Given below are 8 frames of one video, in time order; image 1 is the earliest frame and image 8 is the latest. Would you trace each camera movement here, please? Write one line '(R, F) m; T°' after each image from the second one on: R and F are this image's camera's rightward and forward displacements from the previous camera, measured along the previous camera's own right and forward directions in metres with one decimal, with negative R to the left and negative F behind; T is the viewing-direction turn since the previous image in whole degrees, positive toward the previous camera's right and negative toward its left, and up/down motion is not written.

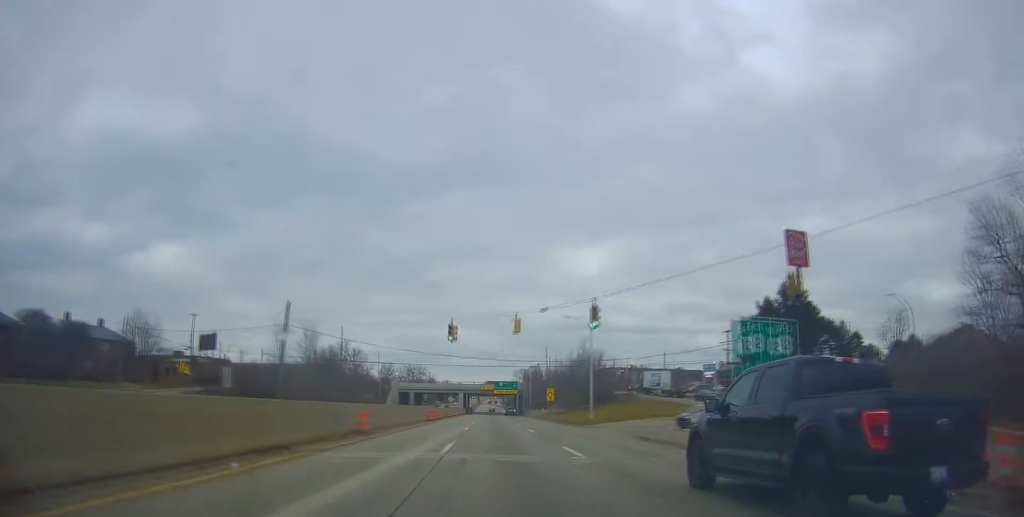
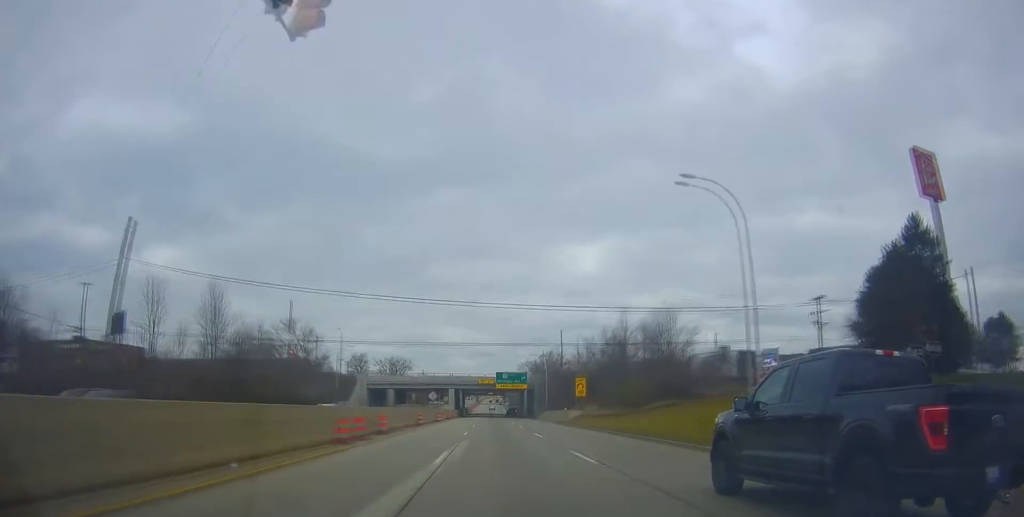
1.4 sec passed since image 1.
(+0.1, +33.0) m; 0°
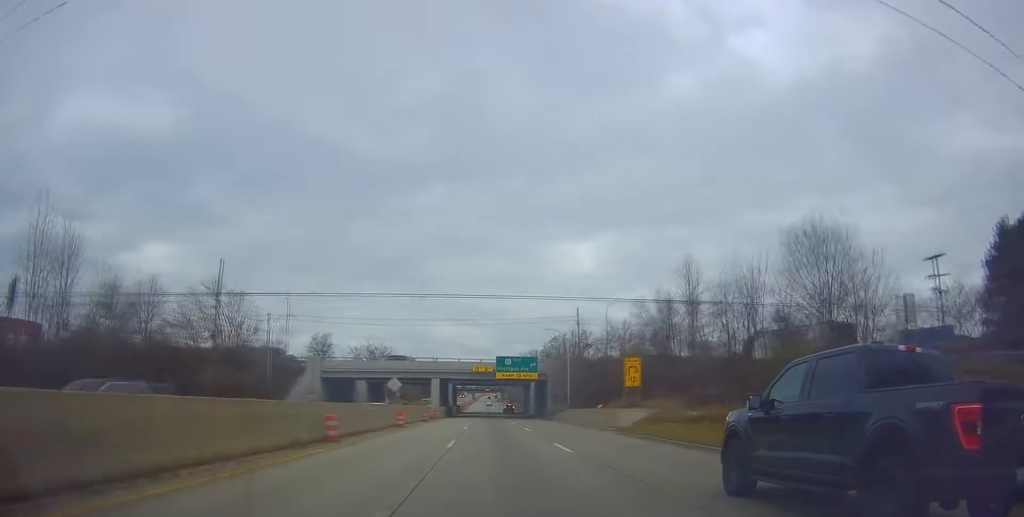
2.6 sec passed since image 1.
(-0.4, +26.3) m; -1°
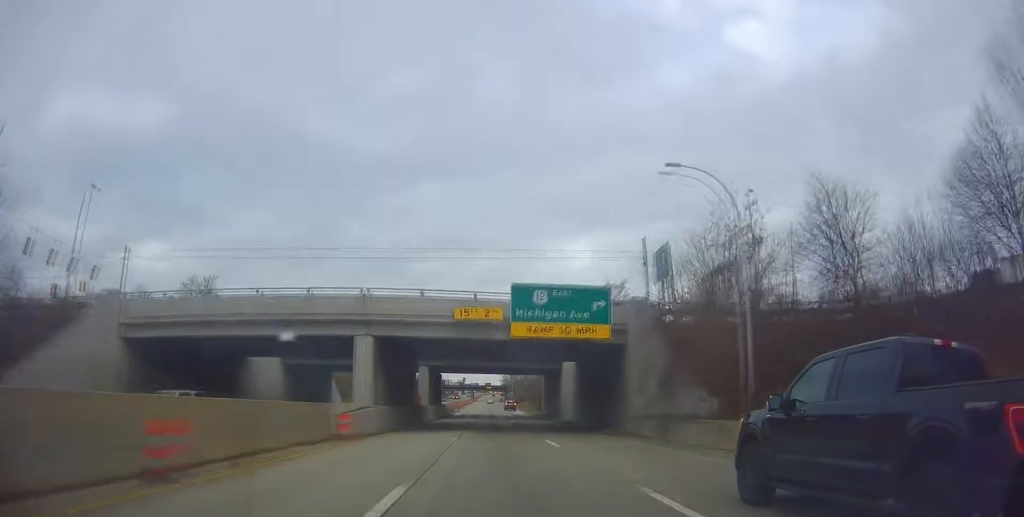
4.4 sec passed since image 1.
(+0.5, +42.6) m; +1°
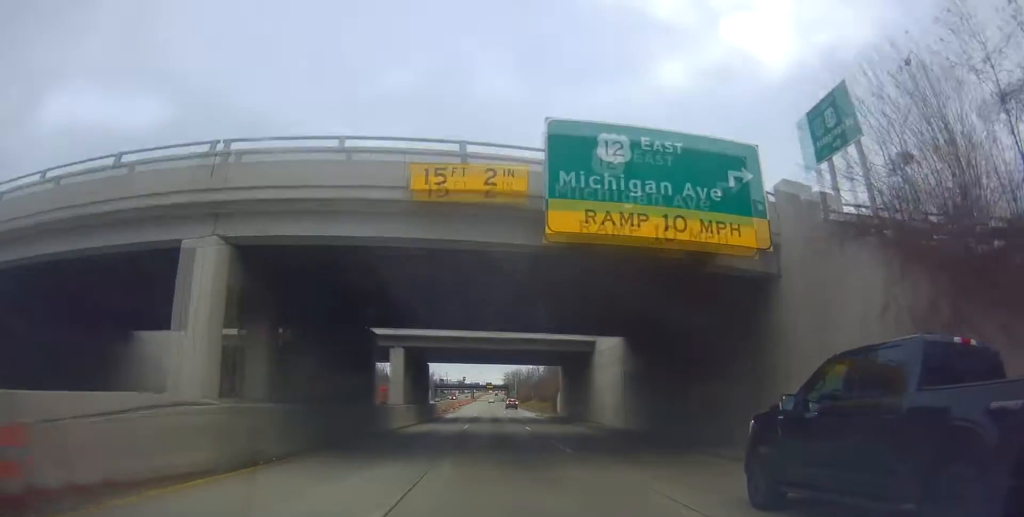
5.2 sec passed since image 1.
(0.0, +18.1) m; 0°
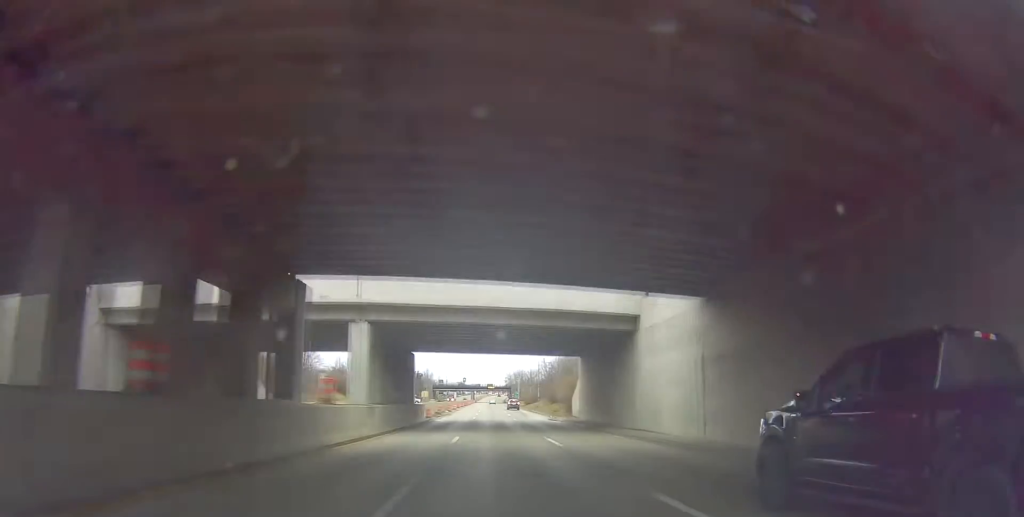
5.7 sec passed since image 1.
(+0.1, +12.8) m; 0°
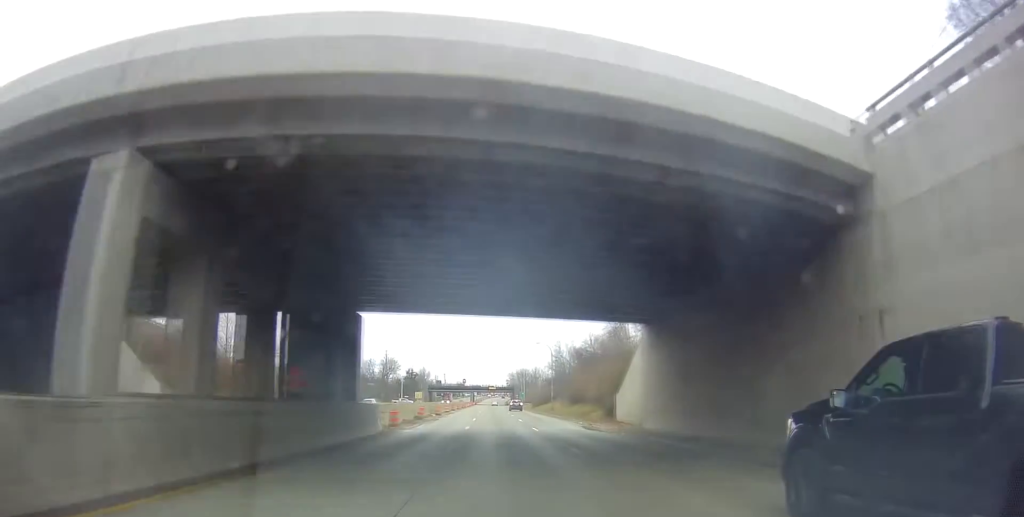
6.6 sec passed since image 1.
(-0.3, +20.9) m; 0°
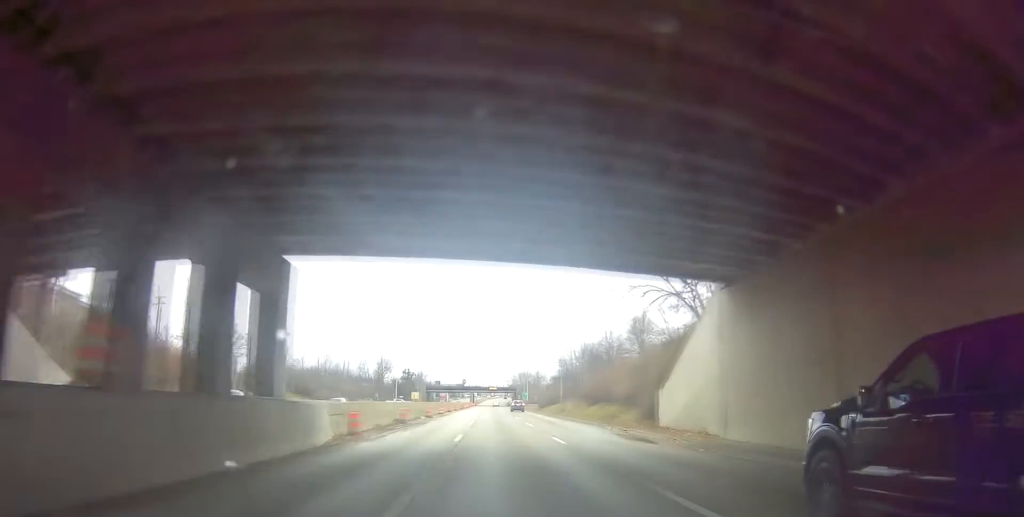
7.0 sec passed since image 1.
(0.0, +10.5) m; 0°
